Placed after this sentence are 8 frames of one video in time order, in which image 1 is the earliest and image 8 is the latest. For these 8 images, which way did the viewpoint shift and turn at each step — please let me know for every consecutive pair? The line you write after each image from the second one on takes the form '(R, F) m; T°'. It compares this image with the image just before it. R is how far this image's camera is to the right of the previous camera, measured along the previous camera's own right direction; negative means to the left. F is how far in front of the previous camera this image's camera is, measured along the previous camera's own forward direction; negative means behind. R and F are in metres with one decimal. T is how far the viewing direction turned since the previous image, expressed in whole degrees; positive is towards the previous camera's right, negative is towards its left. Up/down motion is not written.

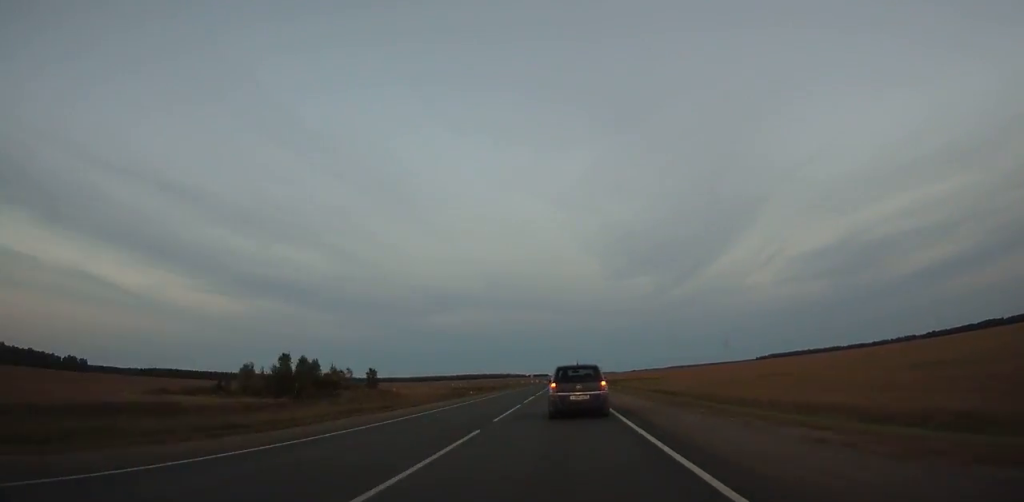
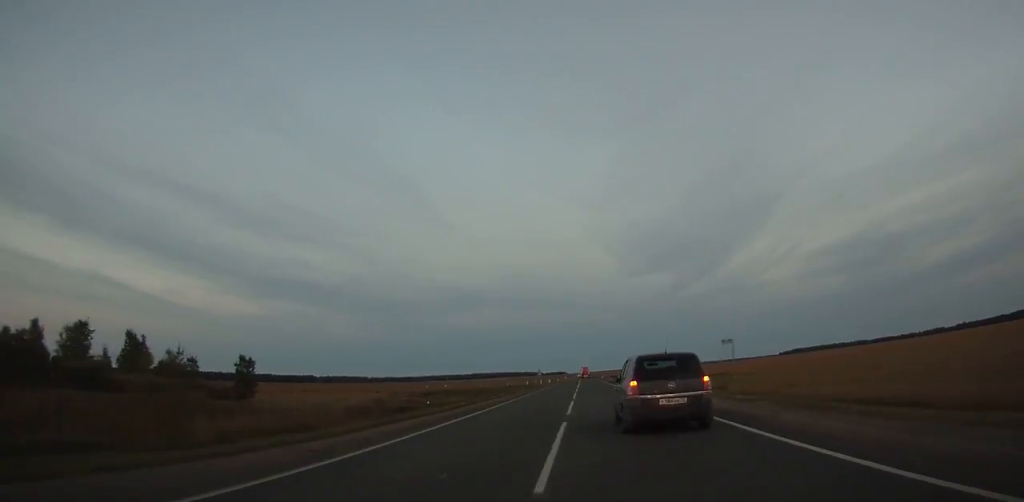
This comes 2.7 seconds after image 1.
(-0.4, +57.2) m; -1°
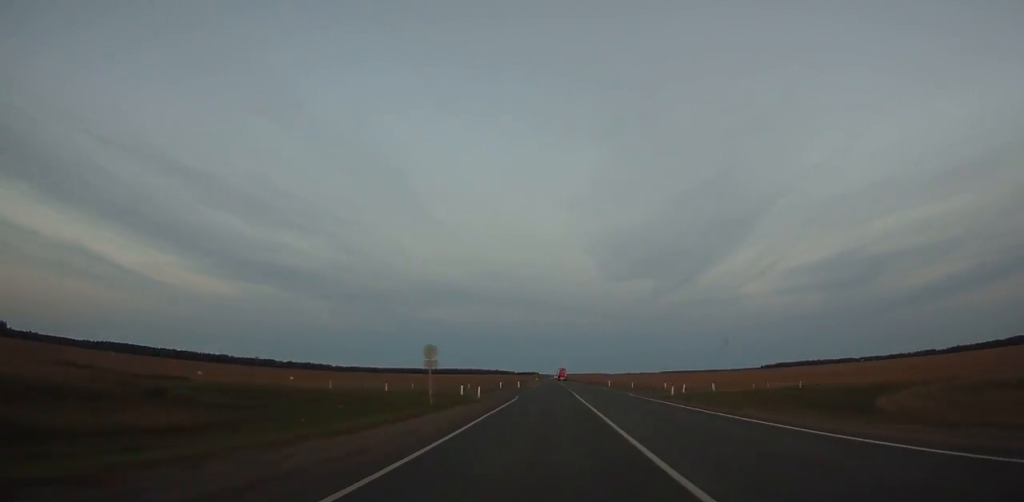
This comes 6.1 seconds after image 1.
(-0.2, +78.7) m; +1°
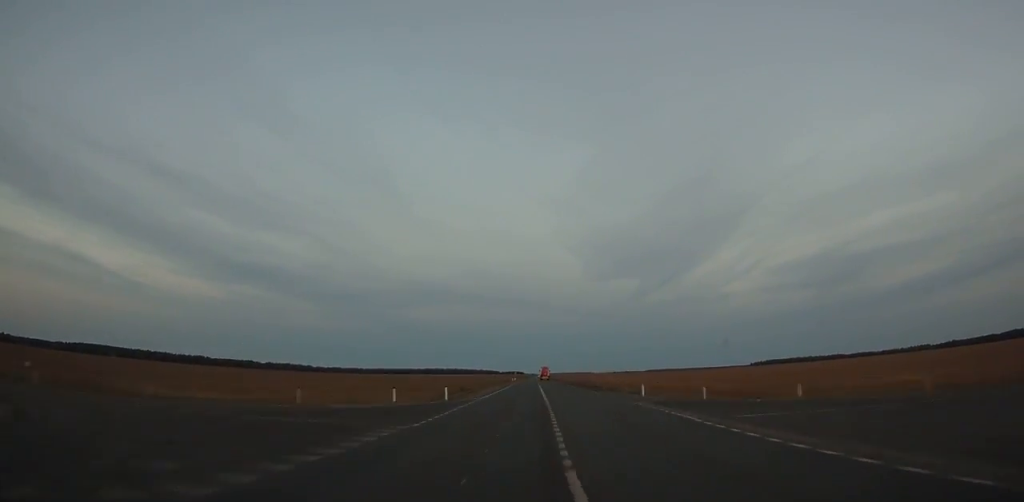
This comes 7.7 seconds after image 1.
(+1.0, +39.1) m; +1°
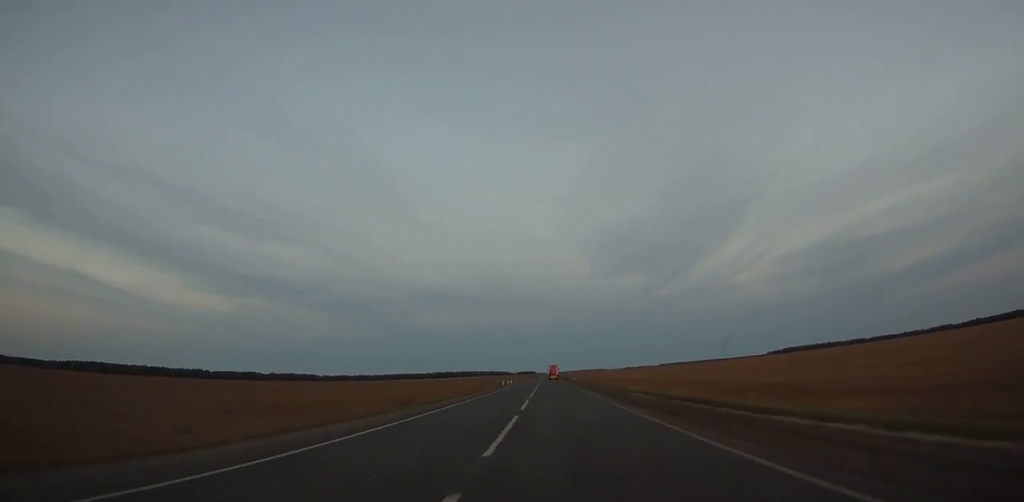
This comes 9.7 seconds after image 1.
(+0.3, +49.4) m; 0°
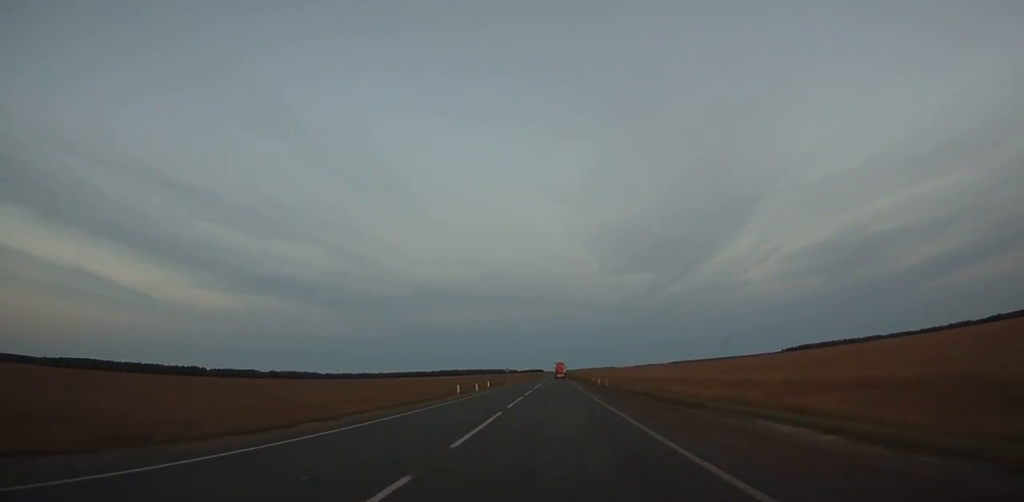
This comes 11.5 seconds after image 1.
(-0.2, +45.1) m; -1°
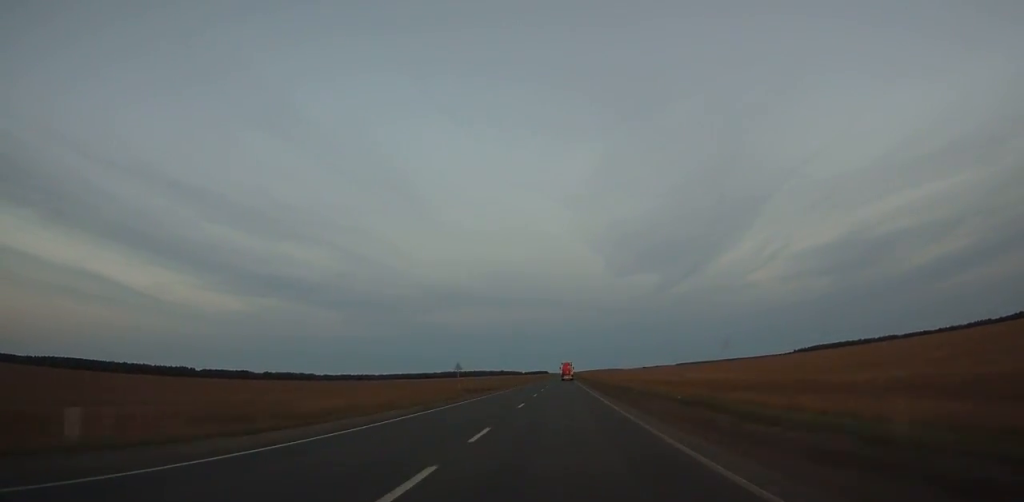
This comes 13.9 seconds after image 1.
(-0.4, +59.9) m; 0°
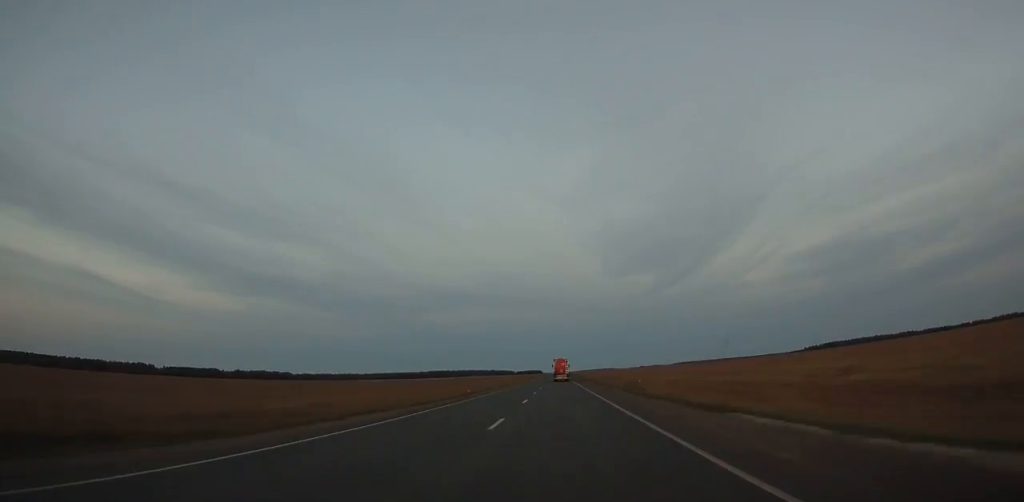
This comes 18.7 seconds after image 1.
(+0.4, +119.5) m; 0°
